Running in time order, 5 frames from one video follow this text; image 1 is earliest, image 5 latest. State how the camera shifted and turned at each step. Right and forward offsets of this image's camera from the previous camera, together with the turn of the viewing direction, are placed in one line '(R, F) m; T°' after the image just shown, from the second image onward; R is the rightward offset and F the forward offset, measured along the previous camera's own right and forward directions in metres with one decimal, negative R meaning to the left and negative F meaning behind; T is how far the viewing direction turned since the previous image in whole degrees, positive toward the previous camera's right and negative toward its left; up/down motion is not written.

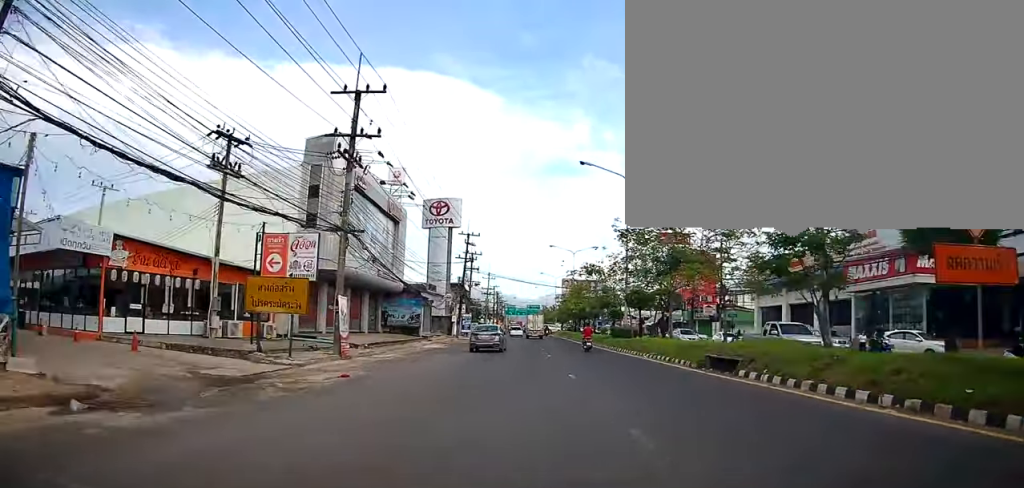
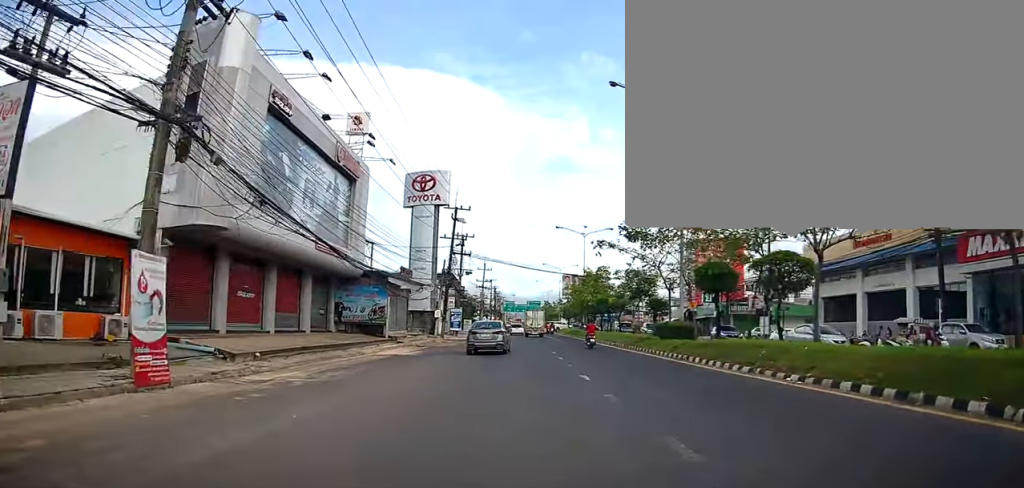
(+0.3, +13.3) m; +2°
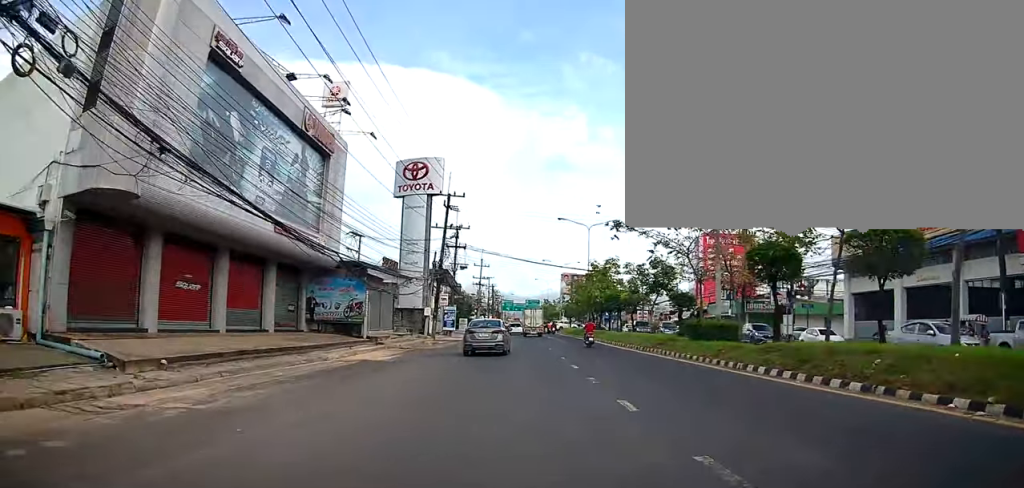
(0.0, +5.1) m; 0°
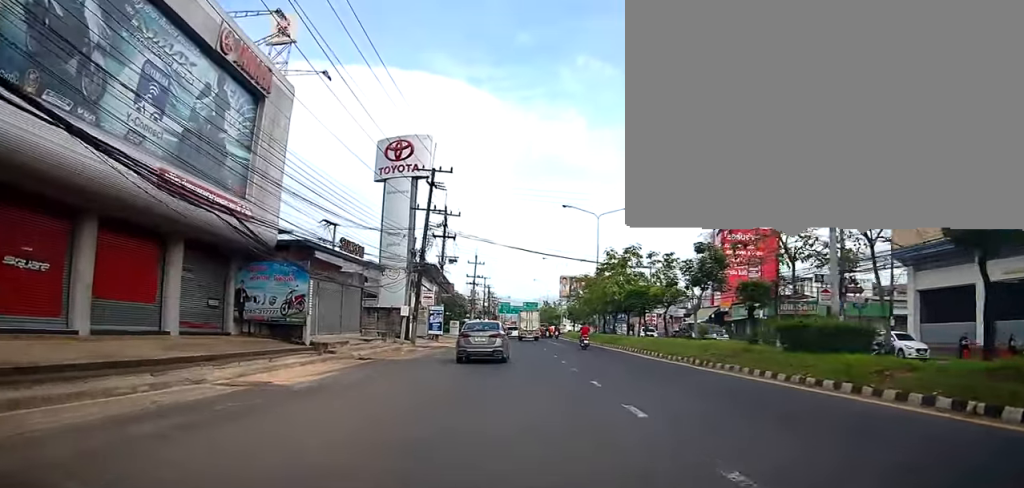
(0.0, +9.0) m; -1°
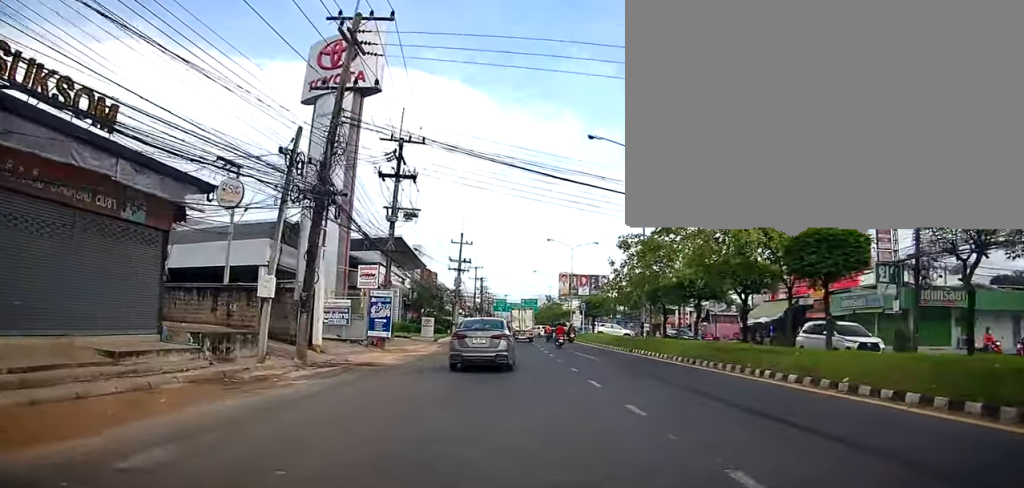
(+0.7, +20.8) m; +1°
